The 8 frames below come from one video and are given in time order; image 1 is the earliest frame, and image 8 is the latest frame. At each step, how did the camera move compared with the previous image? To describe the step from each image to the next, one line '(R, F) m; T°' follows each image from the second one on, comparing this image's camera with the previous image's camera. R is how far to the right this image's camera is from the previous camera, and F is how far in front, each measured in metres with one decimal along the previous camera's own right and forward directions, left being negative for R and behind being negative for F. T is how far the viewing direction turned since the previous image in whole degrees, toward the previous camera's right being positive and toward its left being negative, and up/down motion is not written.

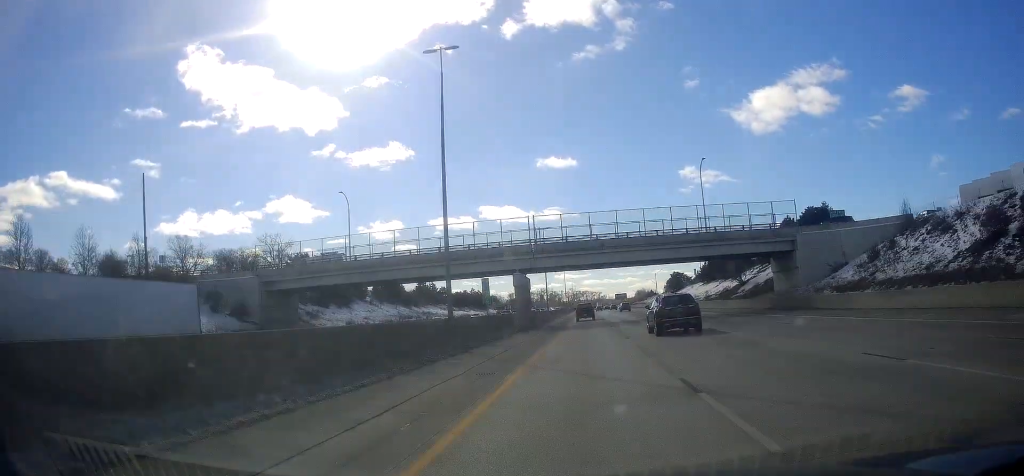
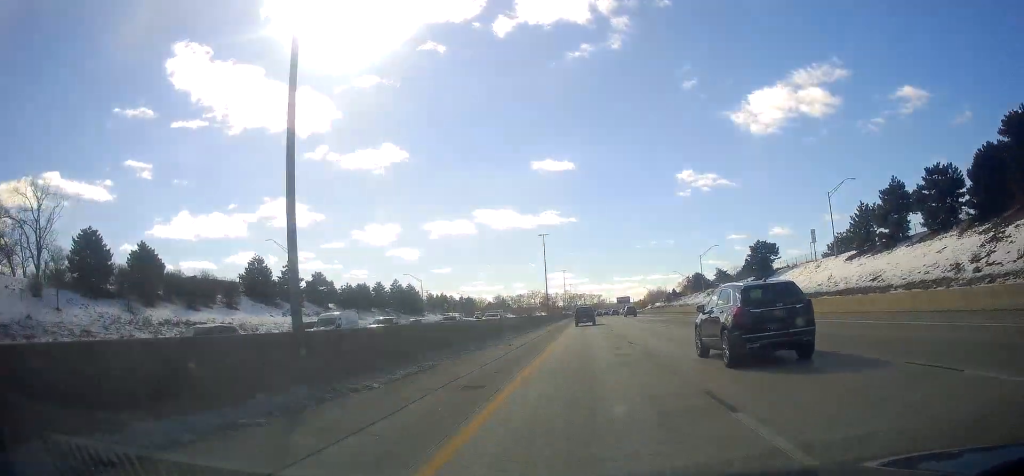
(+0.1, +78.5) m; 0°
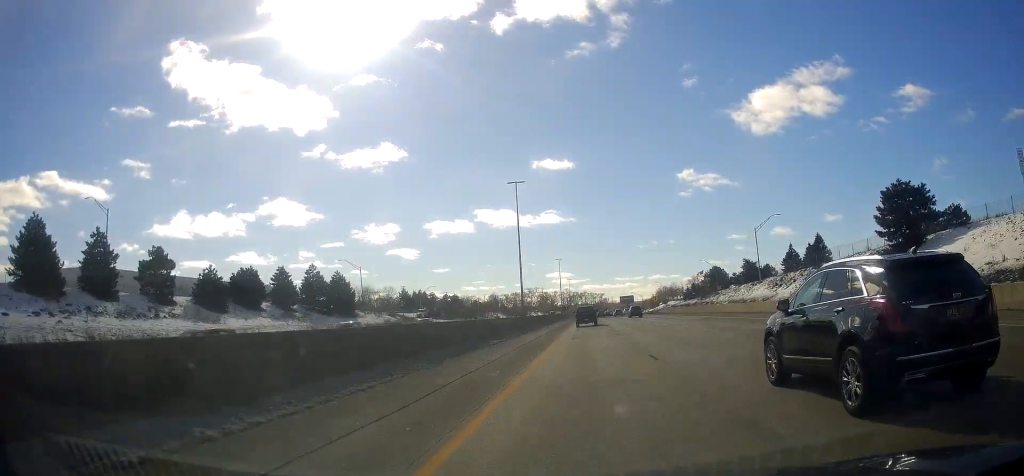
(0.0, +37.9) m; 0°
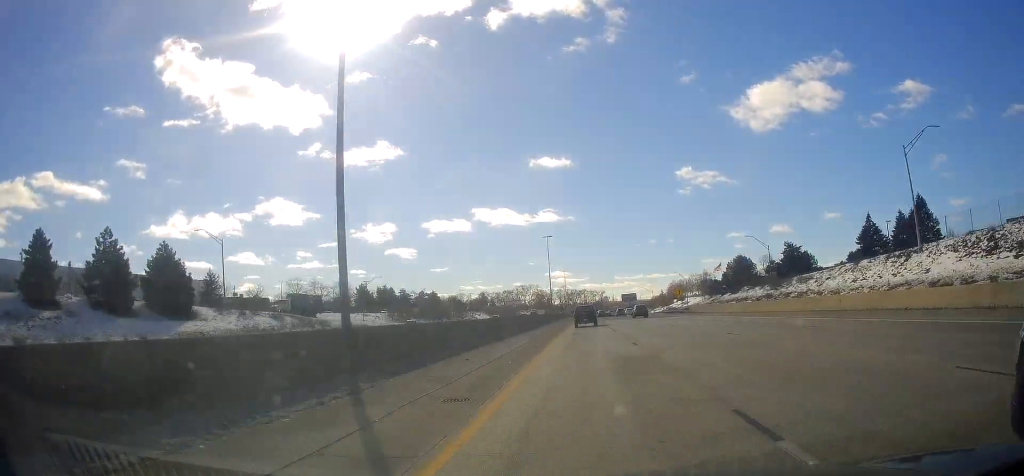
(0.0, +40.3) m; 0°
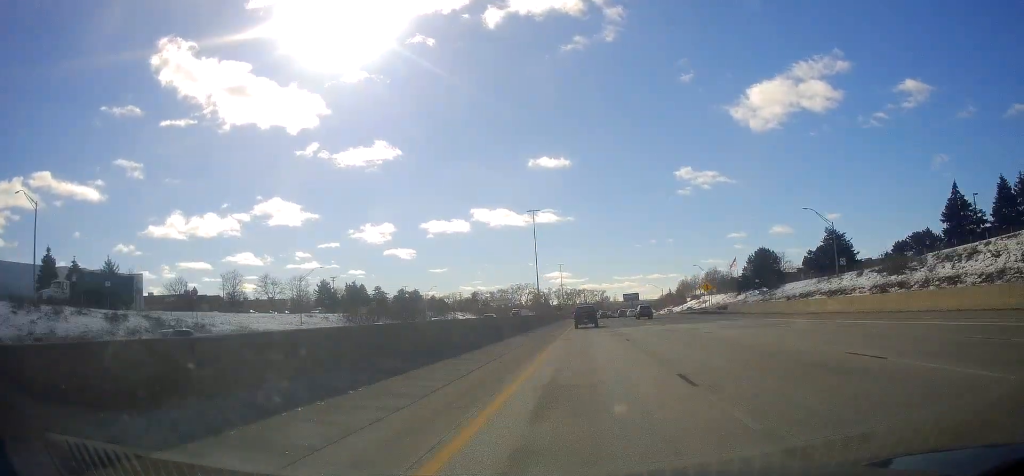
(+0.2, +26.3) m; 0°
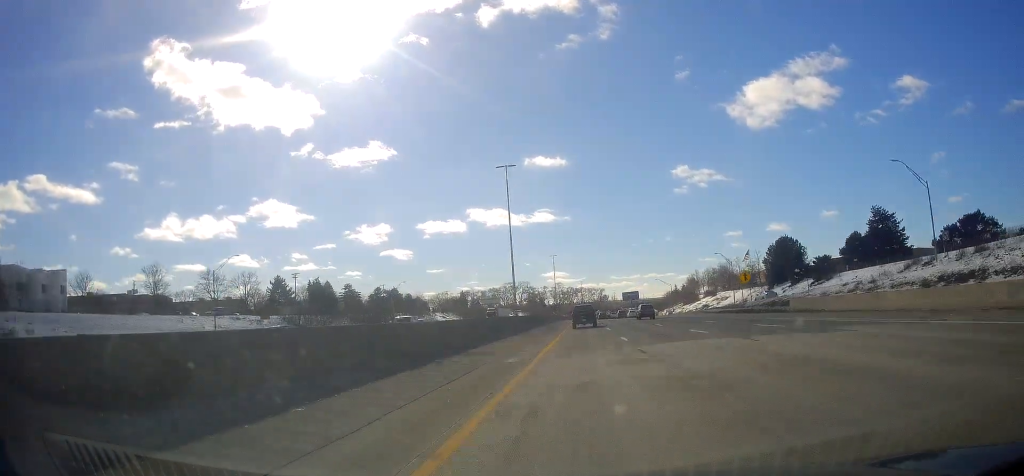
(+0.1, +22.5) m; 0°
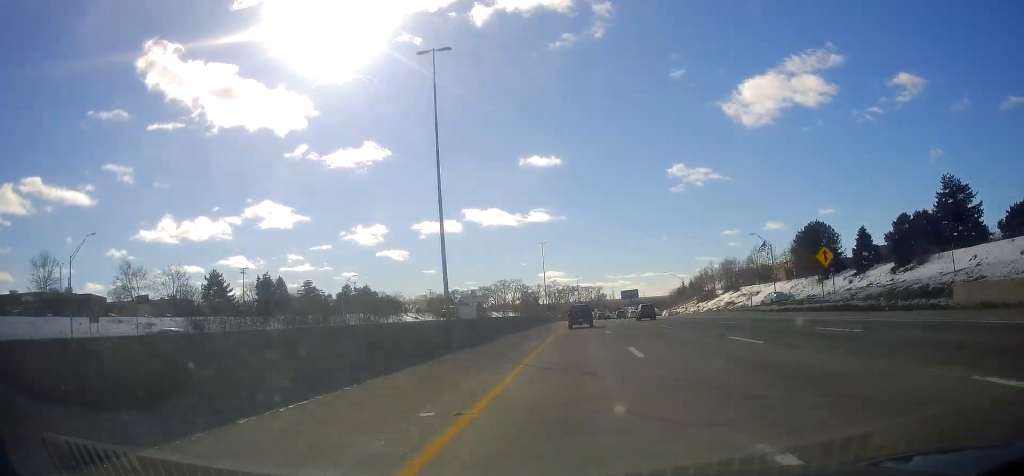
(-0.2, +23.6) m; 0°
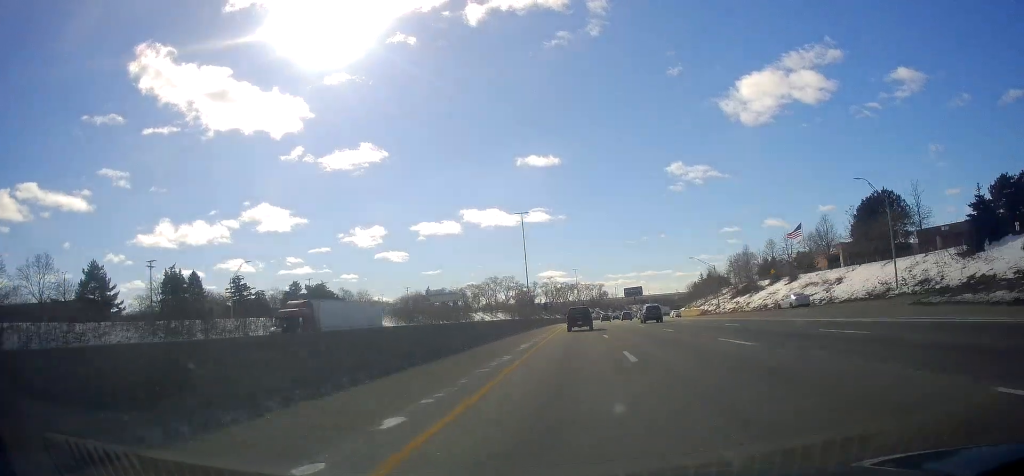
(-0.1, +32.1) m; 0°
